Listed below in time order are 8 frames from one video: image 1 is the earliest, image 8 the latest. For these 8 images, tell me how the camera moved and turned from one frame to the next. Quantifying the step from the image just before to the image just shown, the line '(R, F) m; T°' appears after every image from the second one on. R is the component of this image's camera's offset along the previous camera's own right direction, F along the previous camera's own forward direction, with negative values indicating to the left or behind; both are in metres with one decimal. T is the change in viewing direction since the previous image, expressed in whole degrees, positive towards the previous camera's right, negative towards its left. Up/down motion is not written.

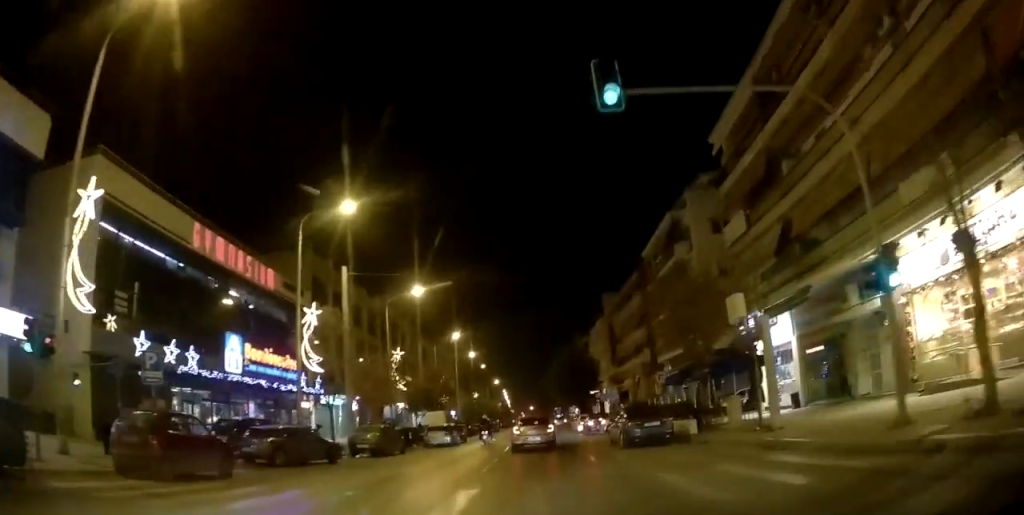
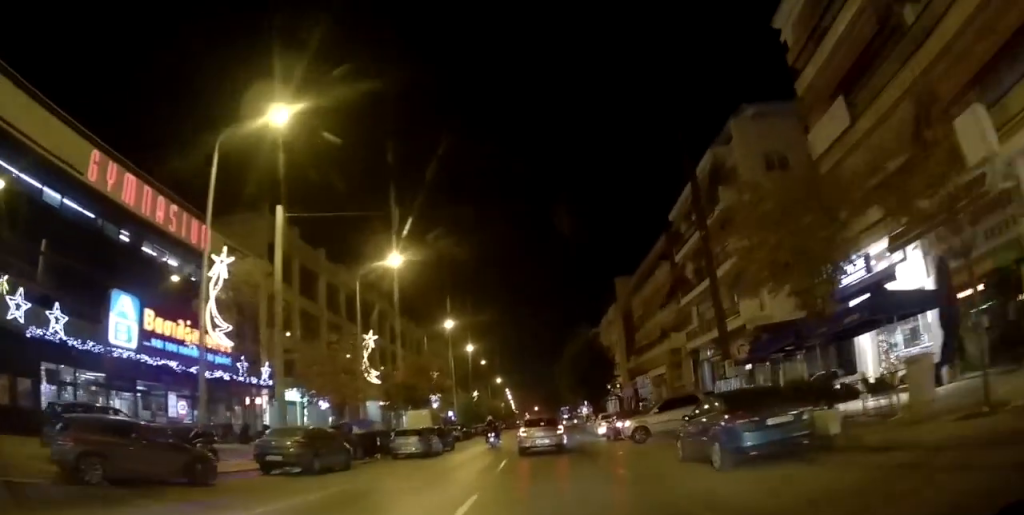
(0.0, +10.0) m; -1°
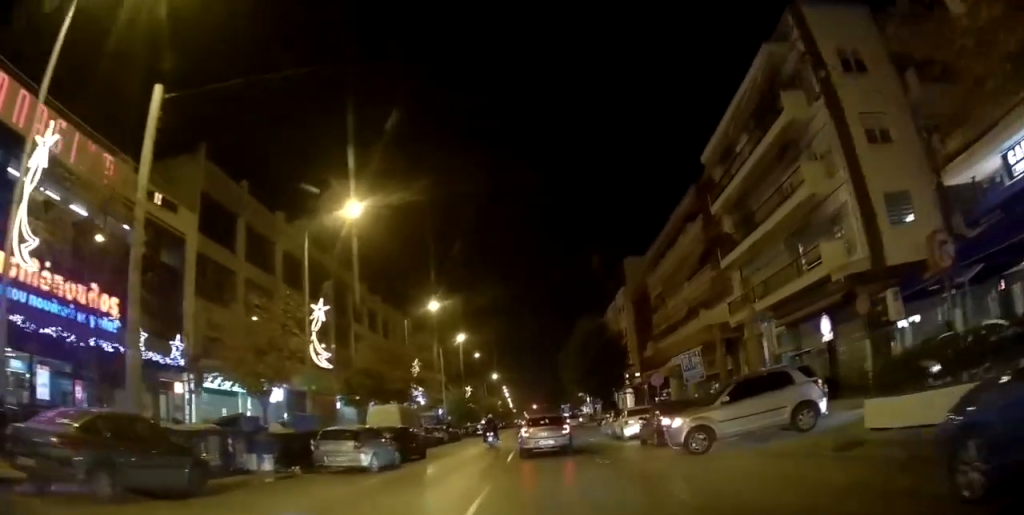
(-0.1, +9.5) m; 0°
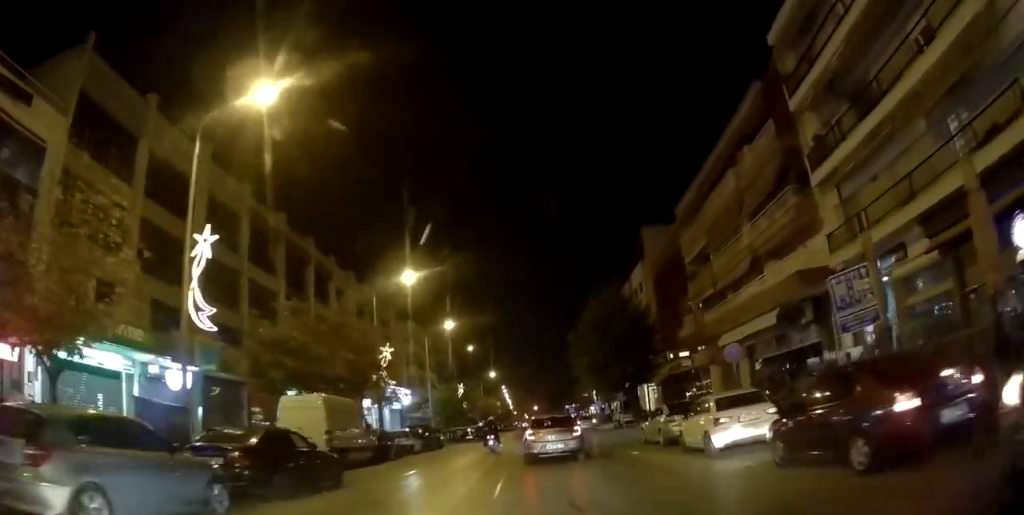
(-0.2, +11.8) m; 0°
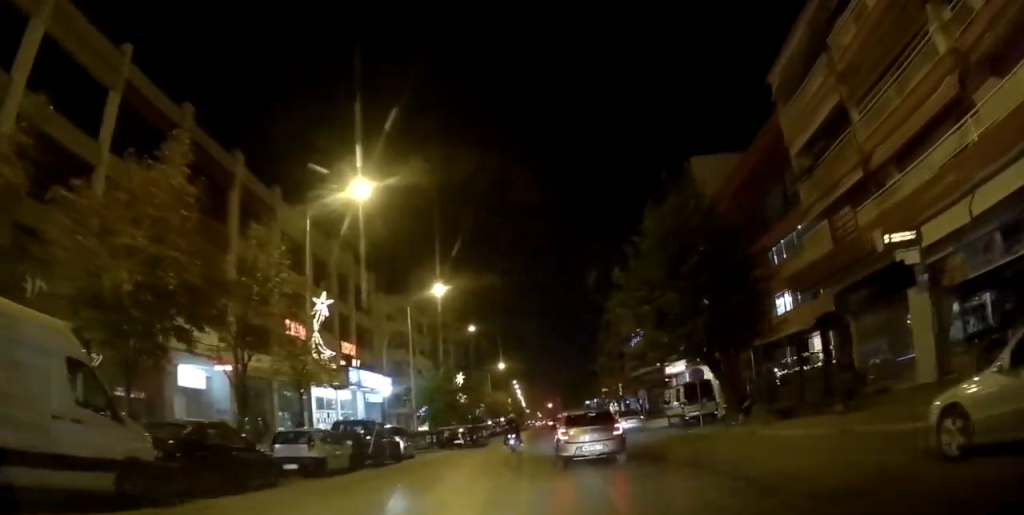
(+0.1, +16.3) m; -1°
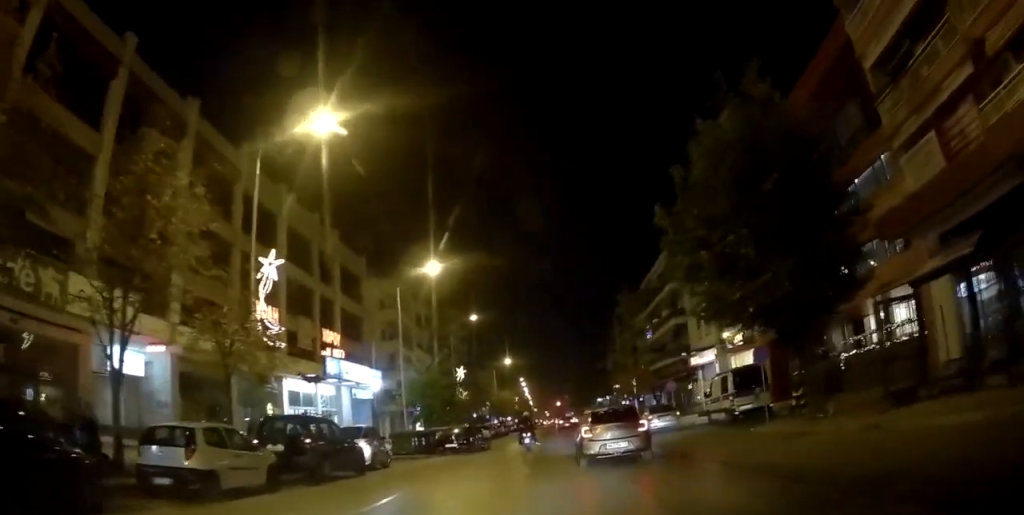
(-0.3, +6.6) m; 0°
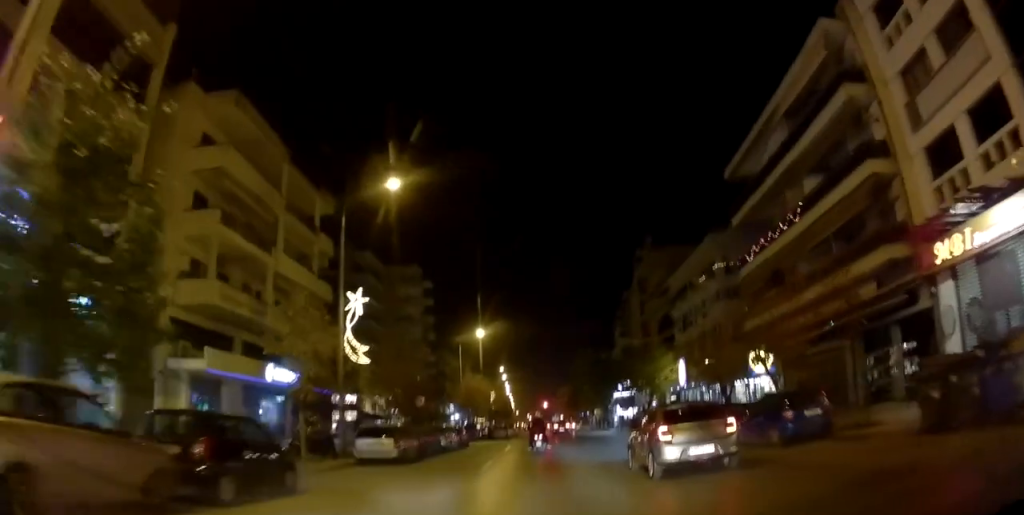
(+1.1, +33.9) m; +3°
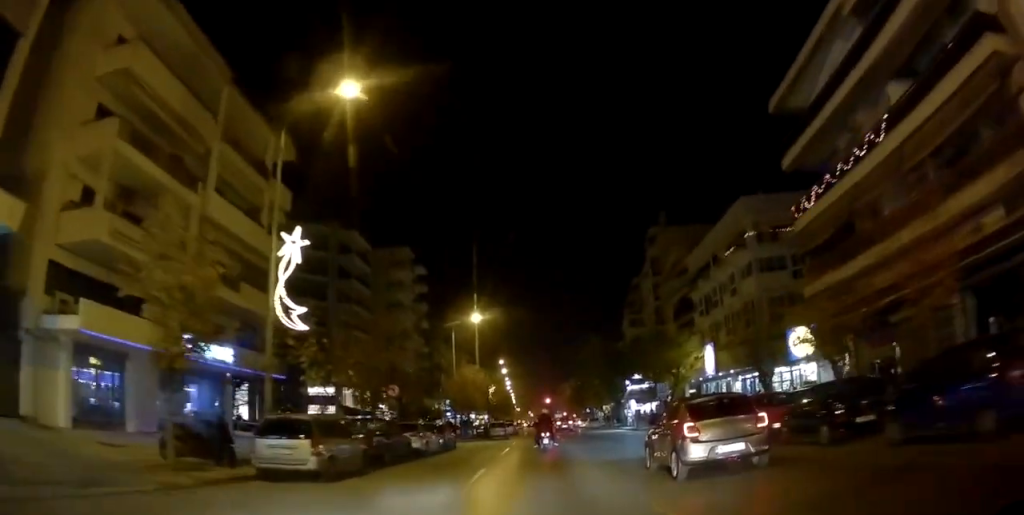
(-0.4, +7.9) m; +3°
